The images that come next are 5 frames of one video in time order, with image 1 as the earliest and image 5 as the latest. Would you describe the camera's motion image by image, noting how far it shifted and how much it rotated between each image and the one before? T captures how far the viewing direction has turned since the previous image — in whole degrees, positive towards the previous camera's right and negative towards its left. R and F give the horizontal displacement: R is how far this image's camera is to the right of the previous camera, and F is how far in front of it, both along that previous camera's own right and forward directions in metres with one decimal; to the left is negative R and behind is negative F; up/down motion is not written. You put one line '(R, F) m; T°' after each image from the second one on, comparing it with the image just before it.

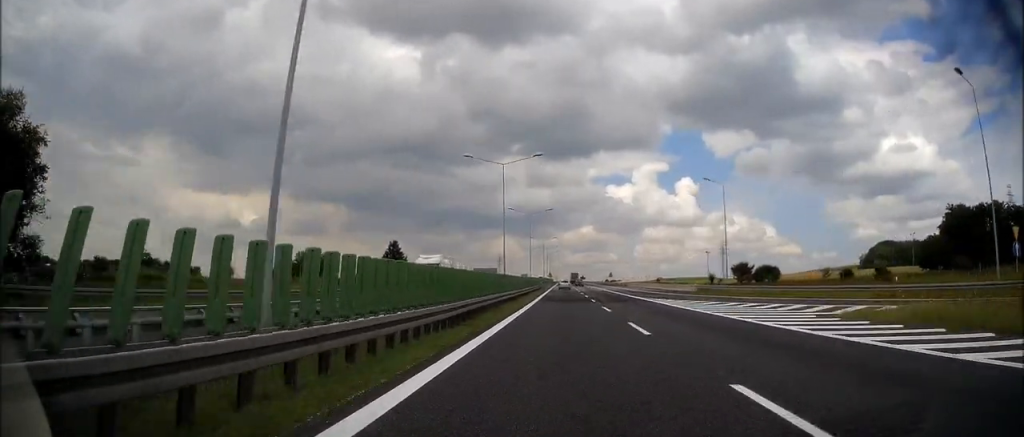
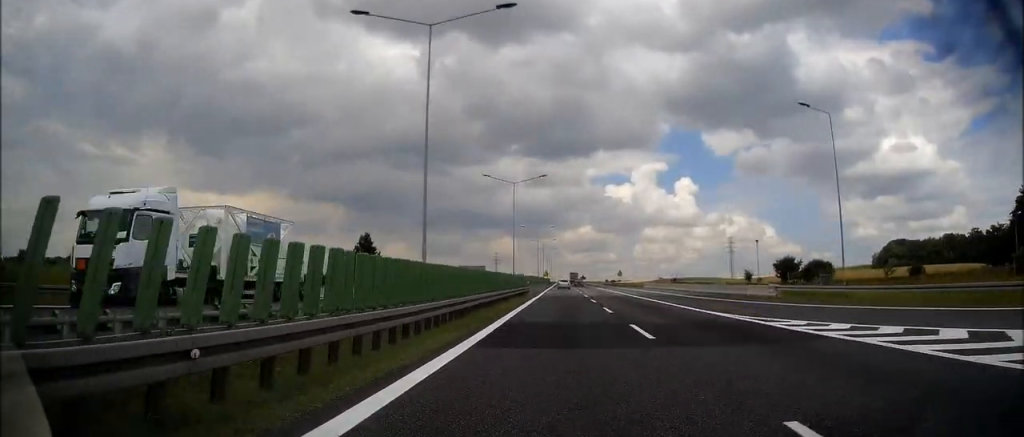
(-0.1, +19.3) m; 0°
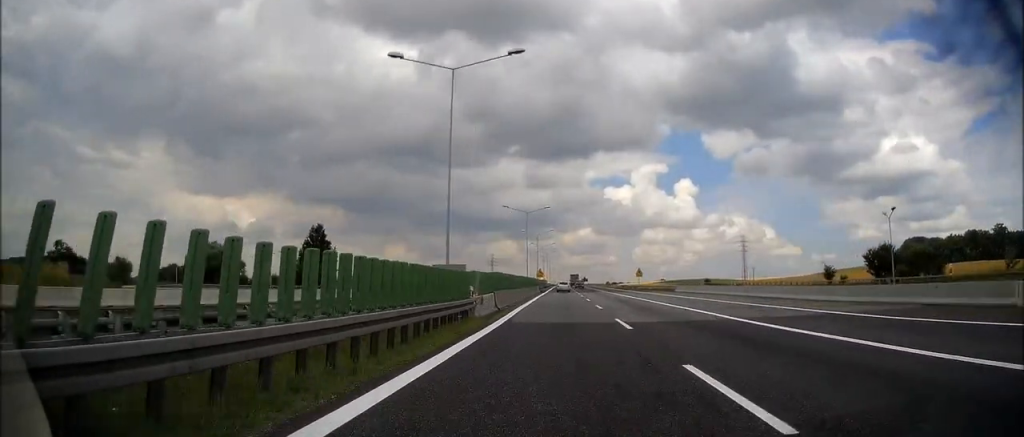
(0.0, +23.4) m; +1°
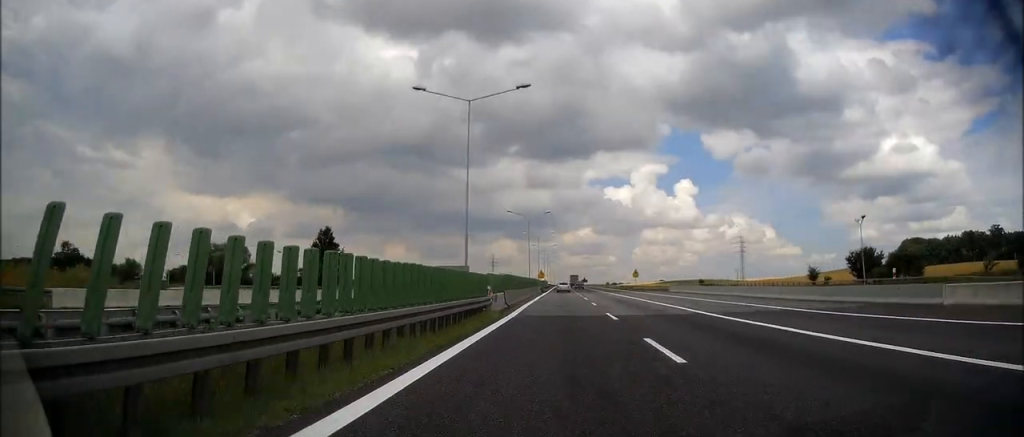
(+0.2, +24.4) m; 0°
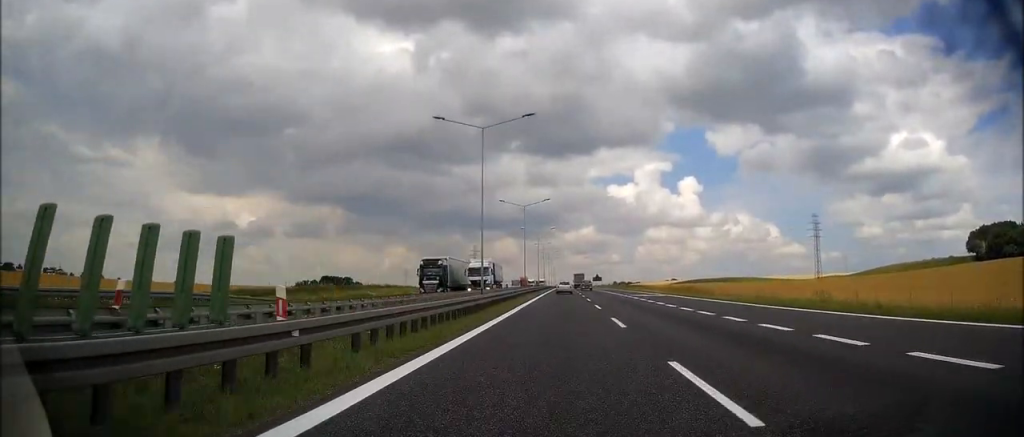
(-0.7, +117.8) m; 0°
